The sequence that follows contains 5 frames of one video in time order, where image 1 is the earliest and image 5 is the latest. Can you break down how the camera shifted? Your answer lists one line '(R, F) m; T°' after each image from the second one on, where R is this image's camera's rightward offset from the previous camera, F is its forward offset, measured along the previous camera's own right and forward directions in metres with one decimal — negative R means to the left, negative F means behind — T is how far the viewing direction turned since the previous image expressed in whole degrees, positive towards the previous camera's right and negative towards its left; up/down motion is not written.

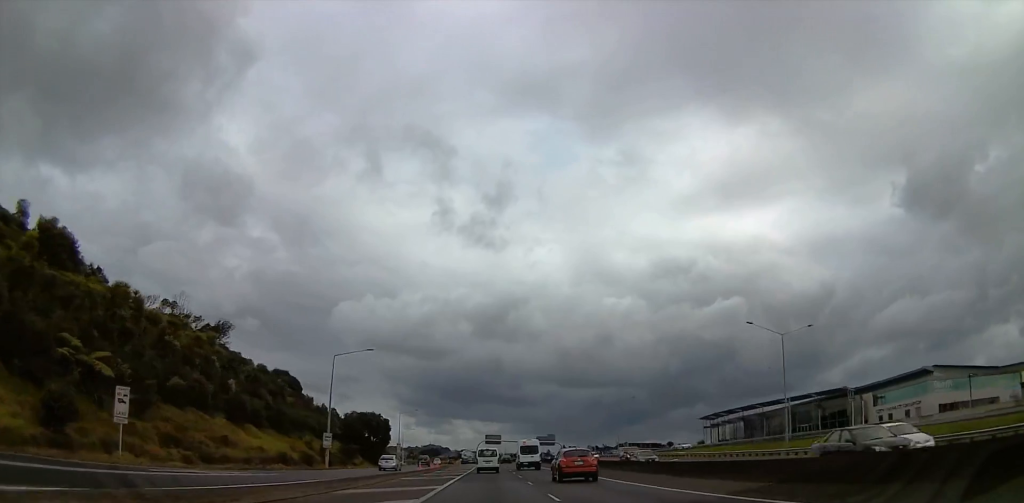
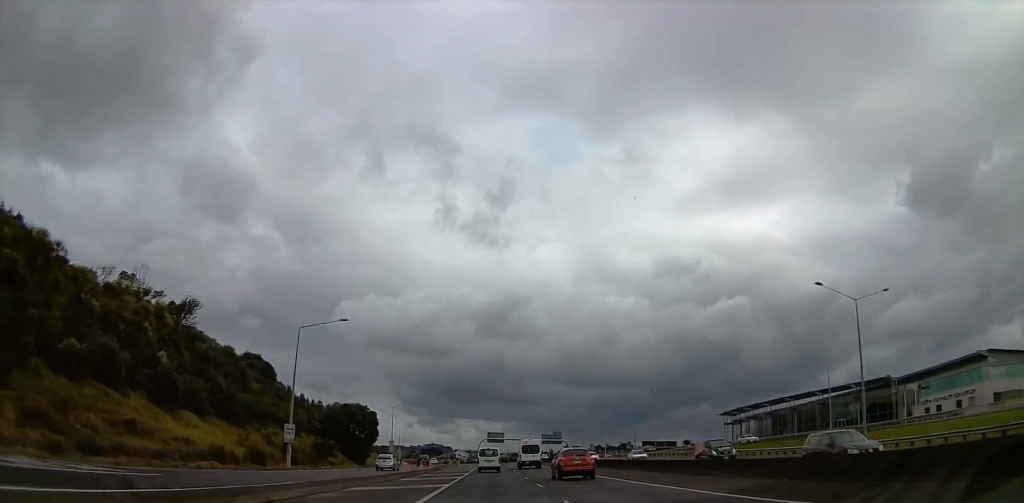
(-0.1, +14.1) m; 0°
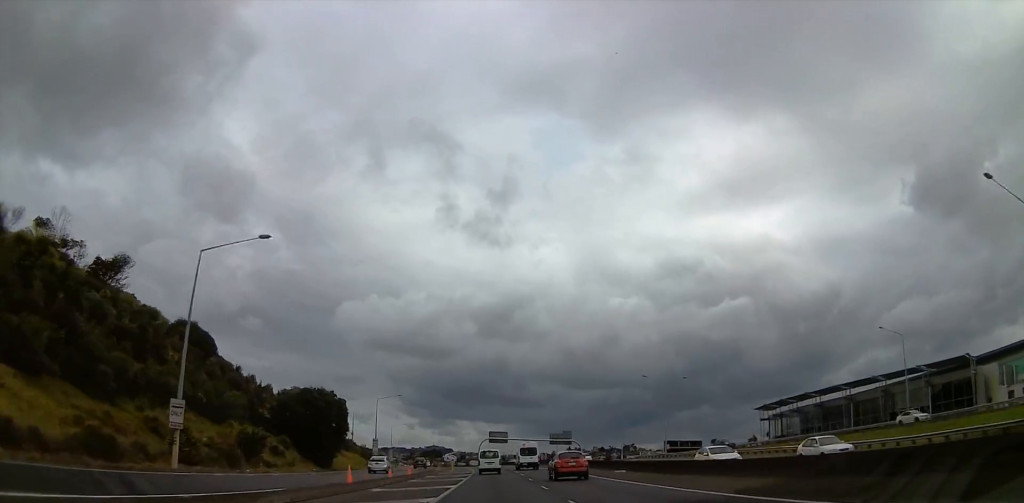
(-0.1, +23.2) m; 0°
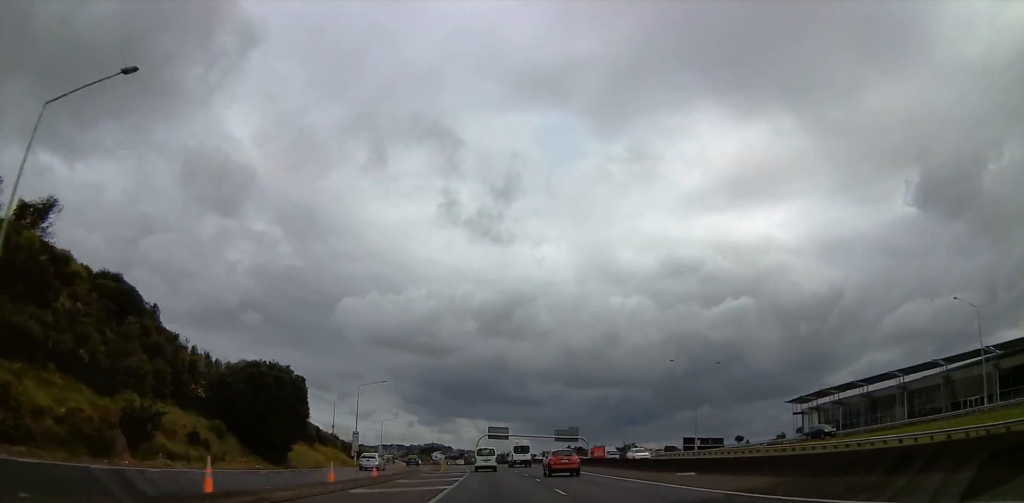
(+0.1, +18.1) m; 0°
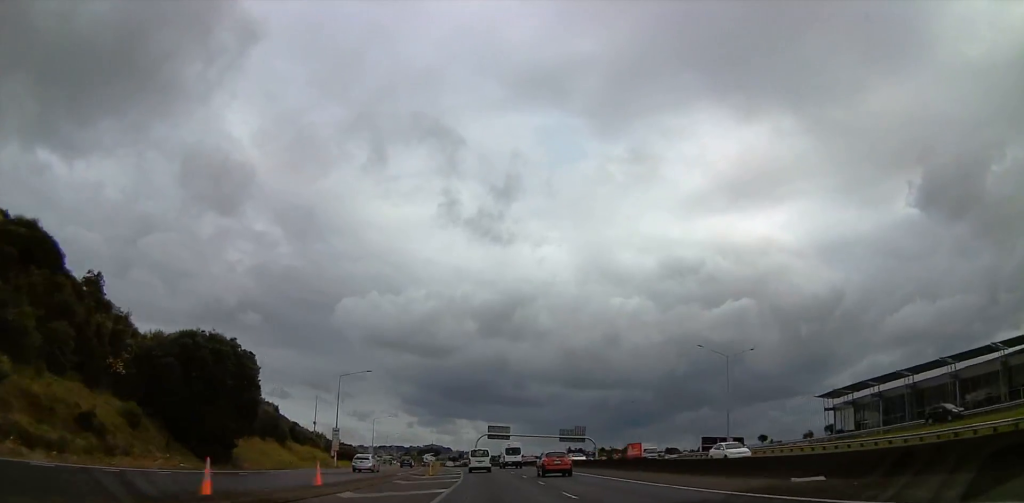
(0.0, +13.2) m; 0°
